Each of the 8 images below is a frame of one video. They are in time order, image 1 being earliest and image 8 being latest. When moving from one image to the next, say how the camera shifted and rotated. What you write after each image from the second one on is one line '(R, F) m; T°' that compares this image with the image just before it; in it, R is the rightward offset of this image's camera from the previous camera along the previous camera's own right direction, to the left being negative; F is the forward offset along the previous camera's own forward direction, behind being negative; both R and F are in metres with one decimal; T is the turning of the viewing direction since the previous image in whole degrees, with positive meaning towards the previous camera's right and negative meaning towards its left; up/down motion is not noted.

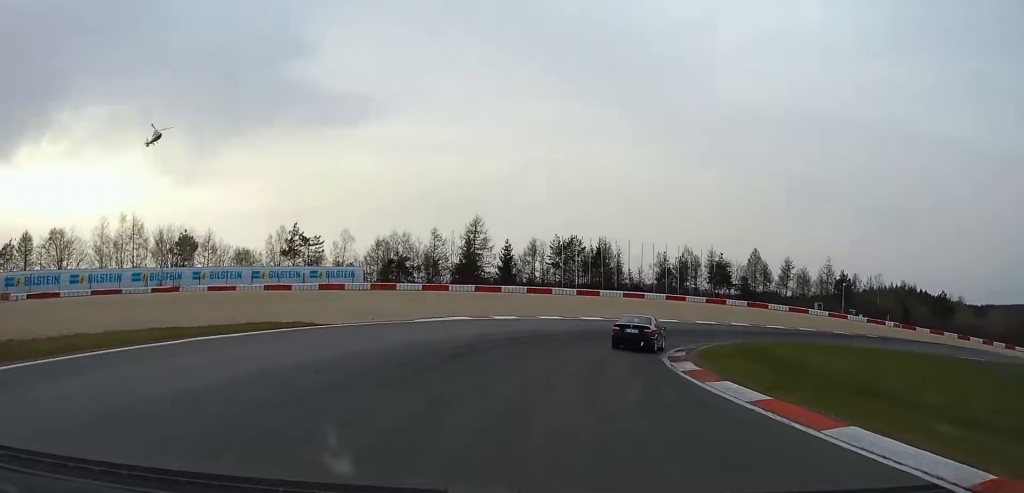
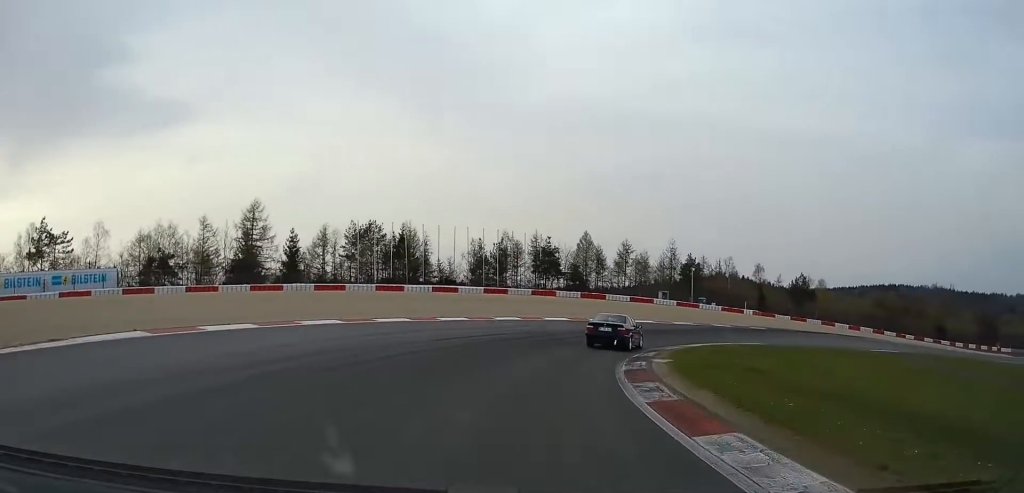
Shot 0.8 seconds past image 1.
(+2.8, +18.7) m; +21°
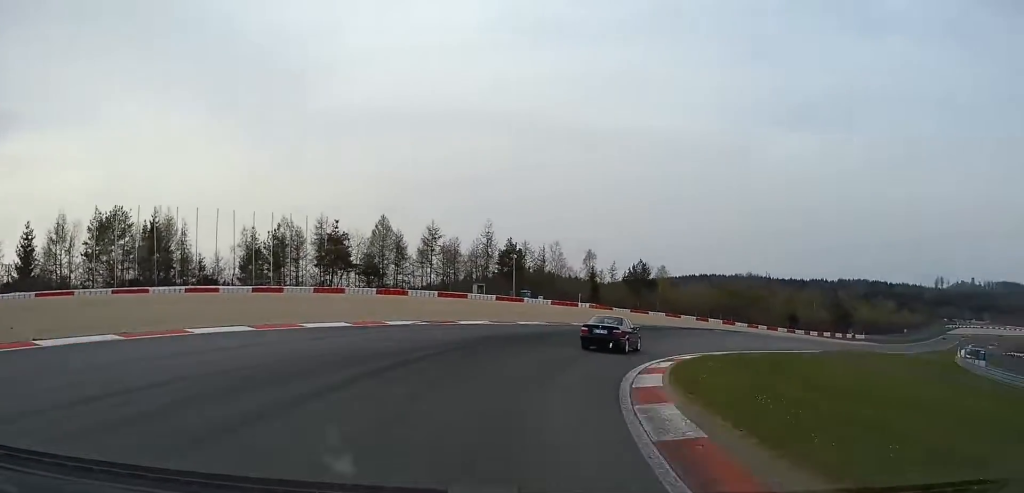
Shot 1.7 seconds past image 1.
(+4.3, +22.0) m; +18°
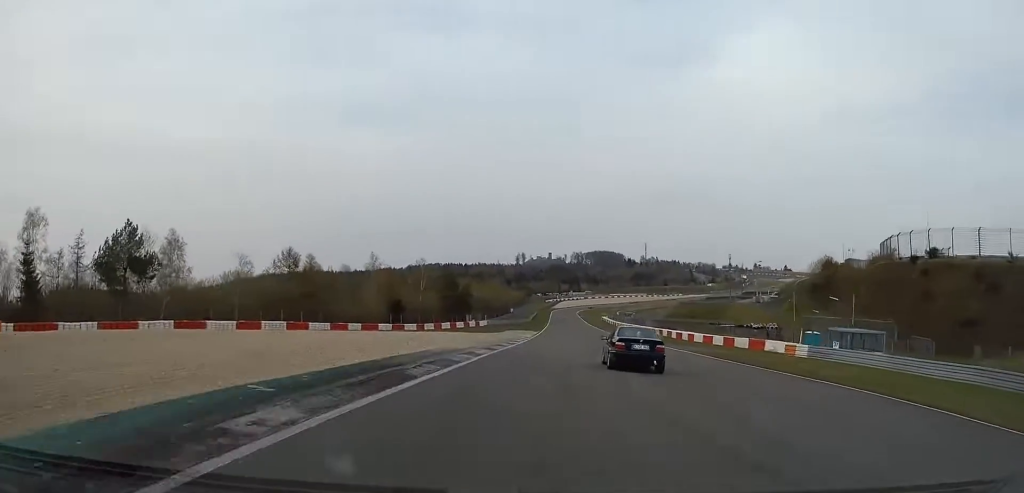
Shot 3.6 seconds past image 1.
(+20.0, +57.3) m; +32°
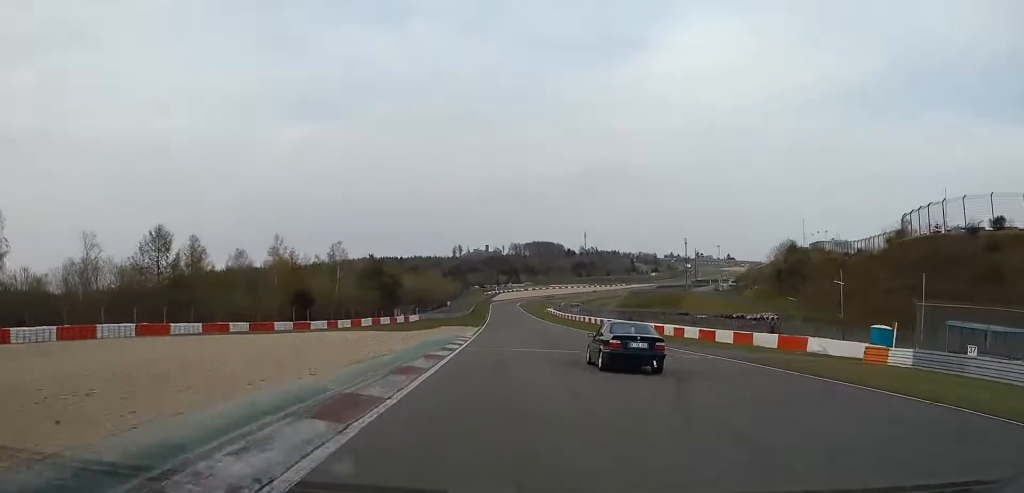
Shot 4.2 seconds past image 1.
(+1.4, +21.6) m; +4°
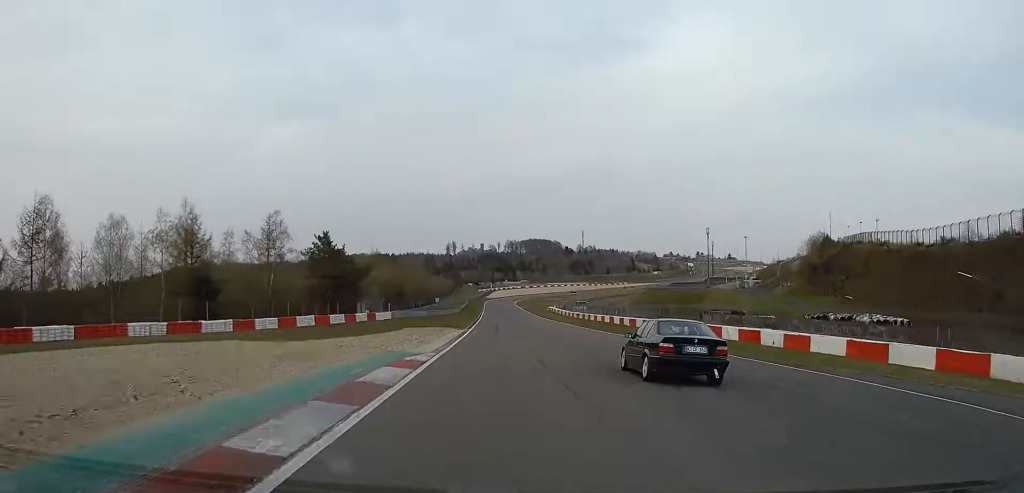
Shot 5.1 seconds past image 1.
(+1.0, +29.5) m; +3°
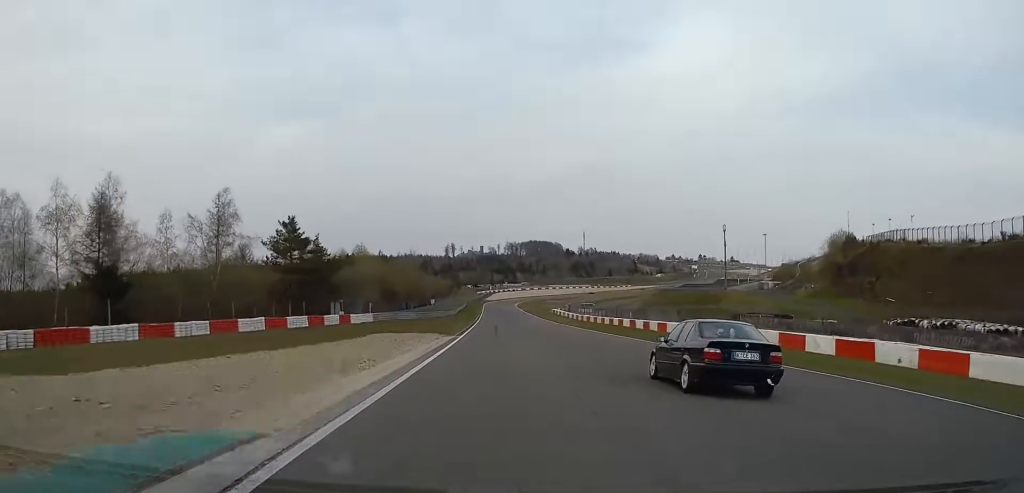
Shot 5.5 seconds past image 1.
(+0.2, +15.6) m; 0°
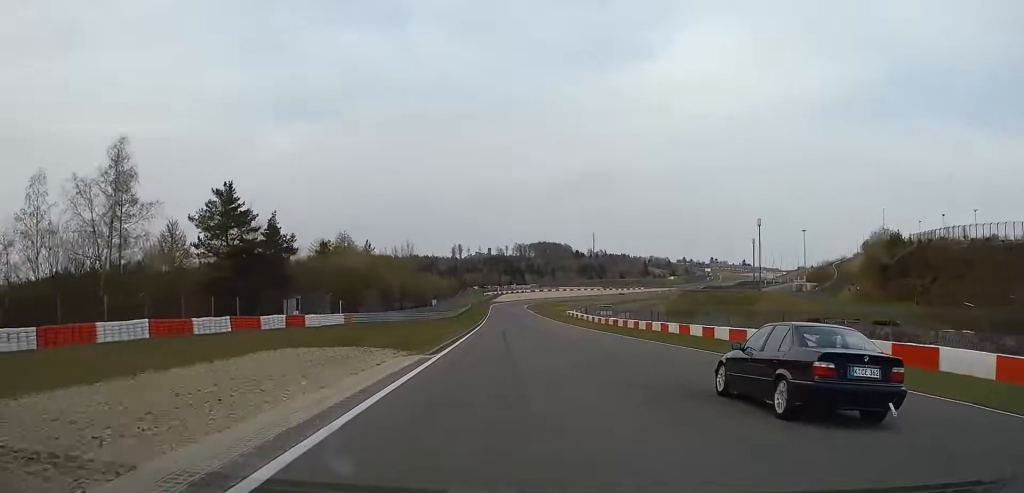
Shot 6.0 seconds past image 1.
(+0.1, +20.4) m; 0°
